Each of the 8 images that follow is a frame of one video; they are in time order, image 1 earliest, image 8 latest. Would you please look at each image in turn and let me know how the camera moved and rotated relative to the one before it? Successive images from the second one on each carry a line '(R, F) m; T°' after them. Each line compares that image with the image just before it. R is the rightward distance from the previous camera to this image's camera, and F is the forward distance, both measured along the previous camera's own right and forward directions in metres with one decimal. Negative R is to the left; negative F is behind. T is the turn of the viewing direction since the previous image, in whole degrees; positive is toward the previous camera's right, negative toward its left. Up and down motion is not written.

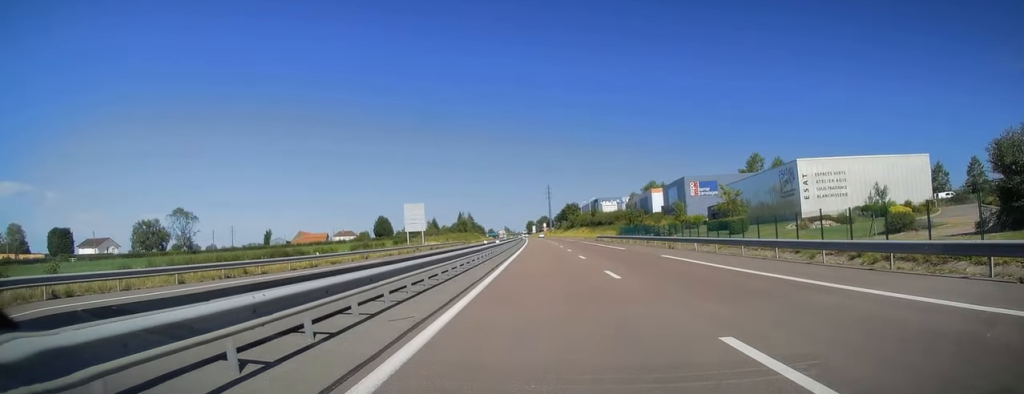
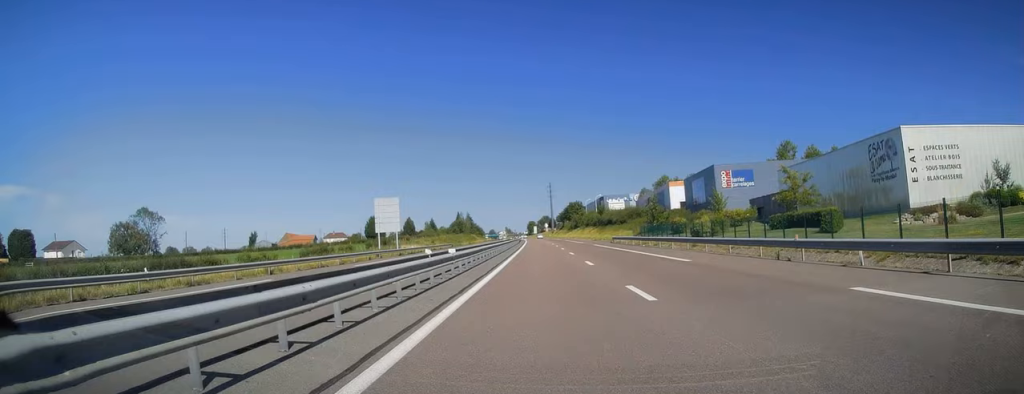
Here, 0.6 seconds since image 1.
(+0.2, +18.6) m; 0°
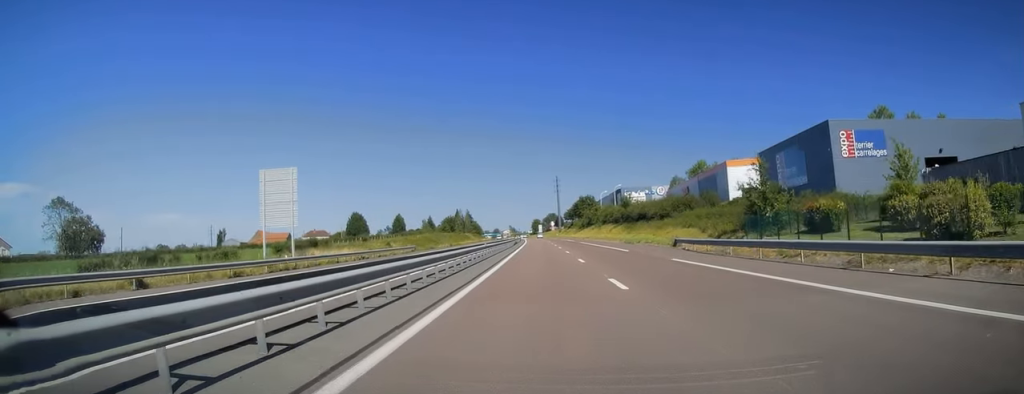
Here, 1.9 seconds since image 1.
(-0.2, +36.2) m; -1°
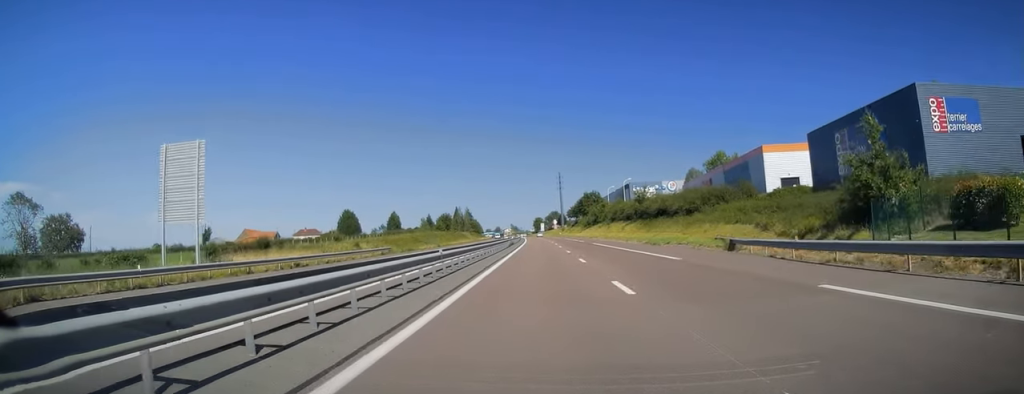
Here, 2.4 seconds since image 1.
(0.0, +14.2) m; 0°
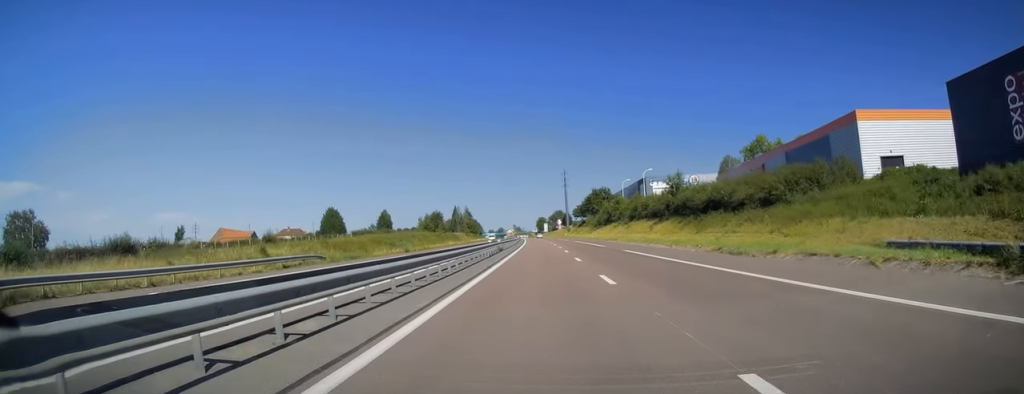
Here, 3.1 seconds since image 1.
(0.0, +23.0) m; 0°
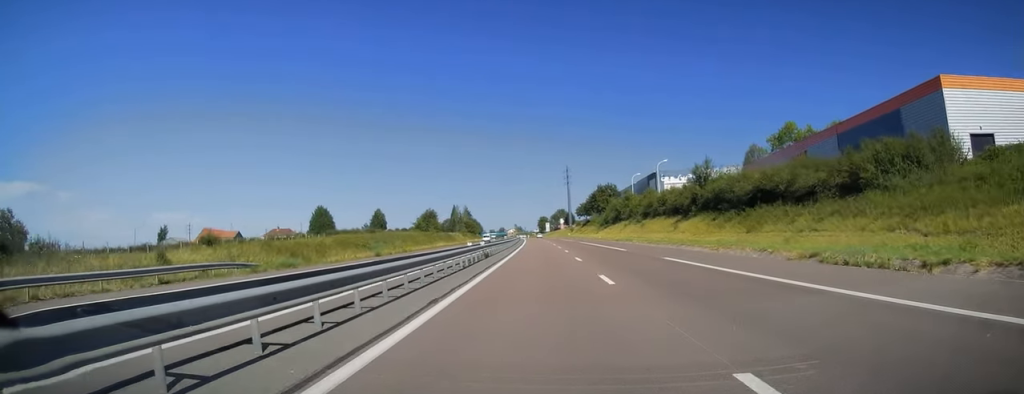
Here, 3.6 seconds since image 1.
(0.0, +12.7) m; 0°
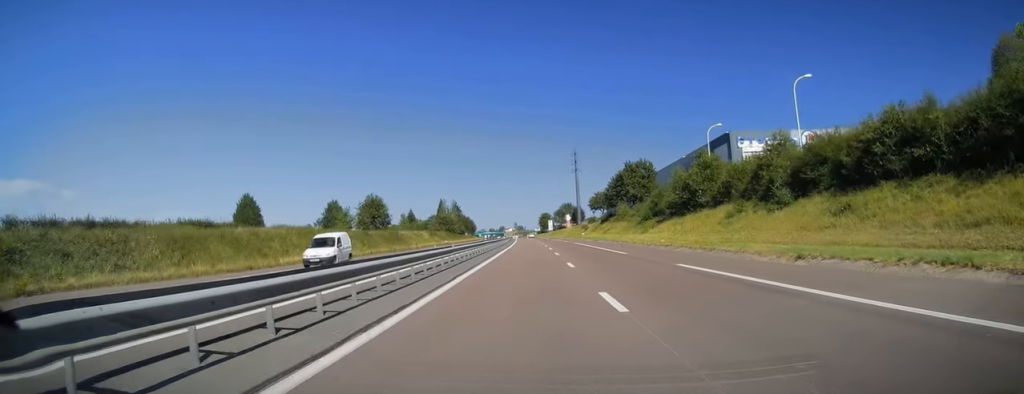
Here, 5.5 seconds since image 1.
(-0.5, +56.7) m; 0°
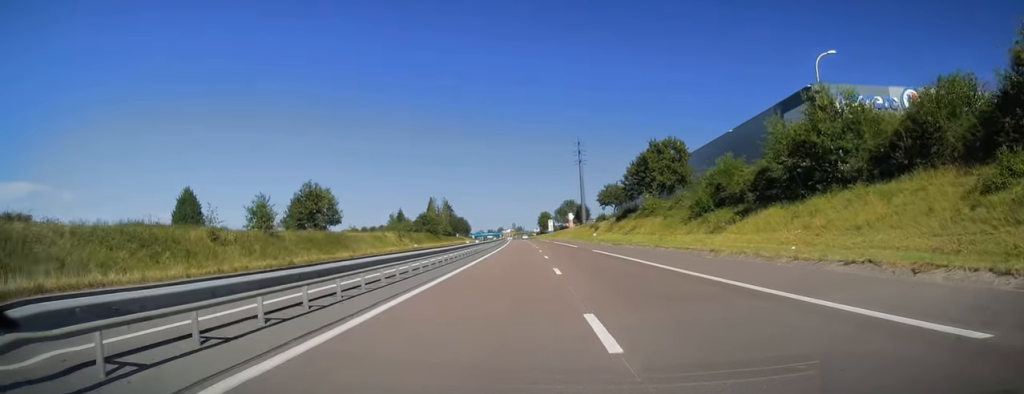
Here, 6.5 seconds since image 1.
(+0.3, +28.8) m; 0°
